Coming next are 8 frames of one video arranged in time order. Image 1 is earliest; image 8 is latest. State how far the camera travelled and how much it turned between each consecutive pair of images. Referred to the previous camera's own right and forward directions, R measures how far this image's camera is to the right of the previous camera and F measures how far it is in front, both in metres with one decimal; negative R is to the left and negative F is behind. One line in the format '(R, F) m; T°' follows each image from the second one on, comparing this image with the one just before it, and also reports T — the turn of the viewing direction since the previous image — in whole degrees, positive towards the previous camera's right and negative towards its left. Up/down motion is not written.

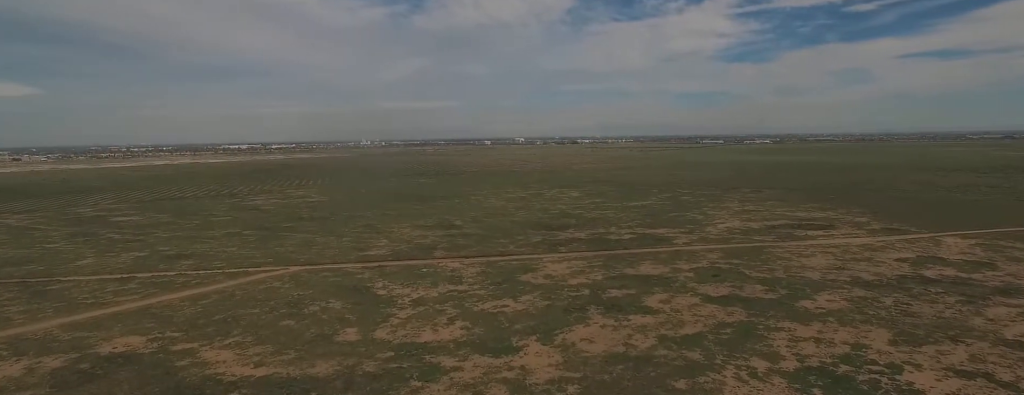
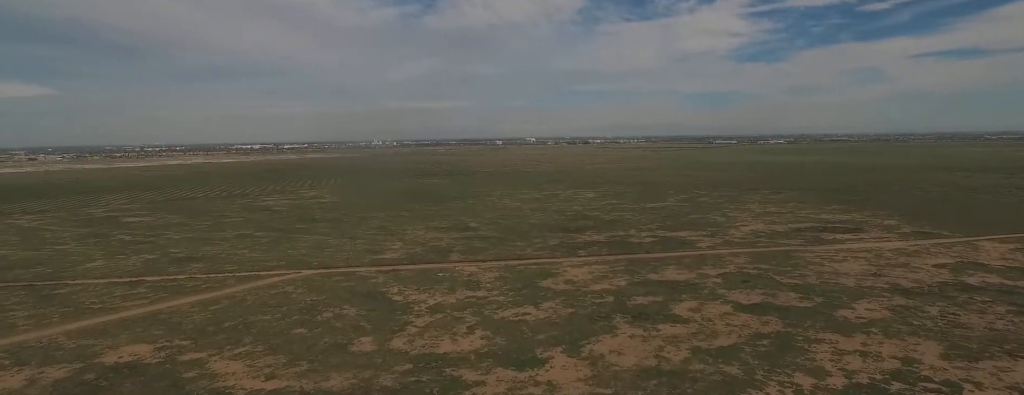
(-0.1, +10.6) m; -1°
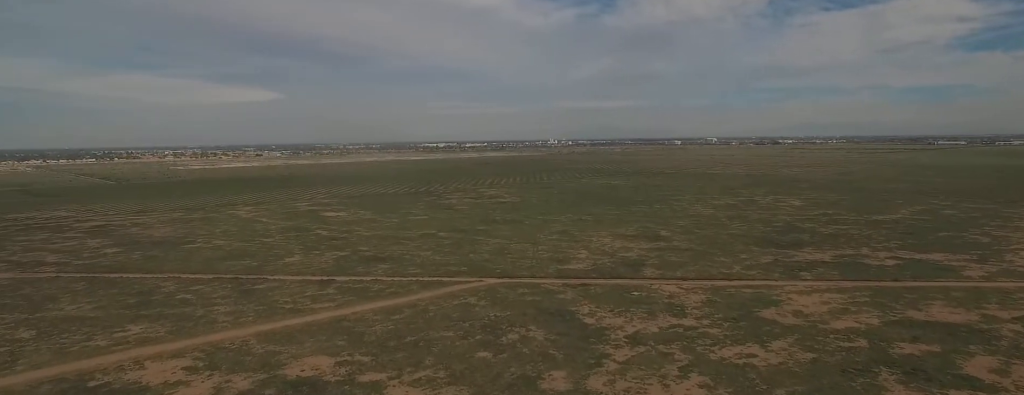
(-0.6, +24.4) m; -2°
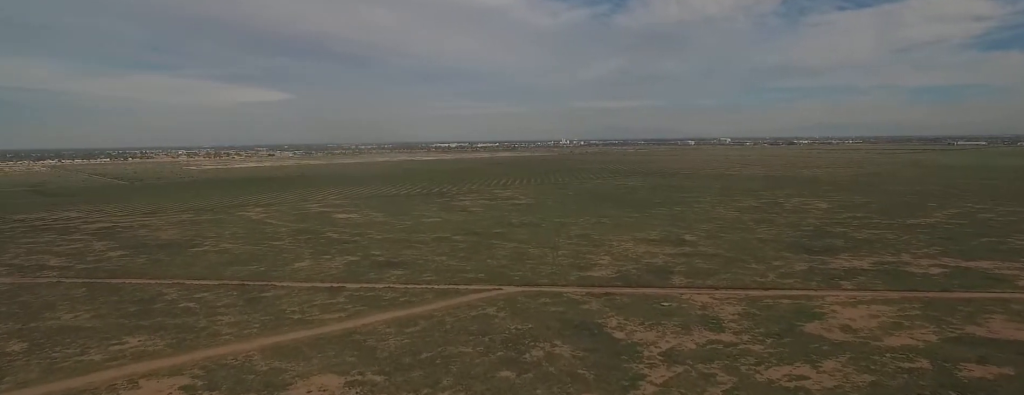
(0.0, +12.7) m; -1°
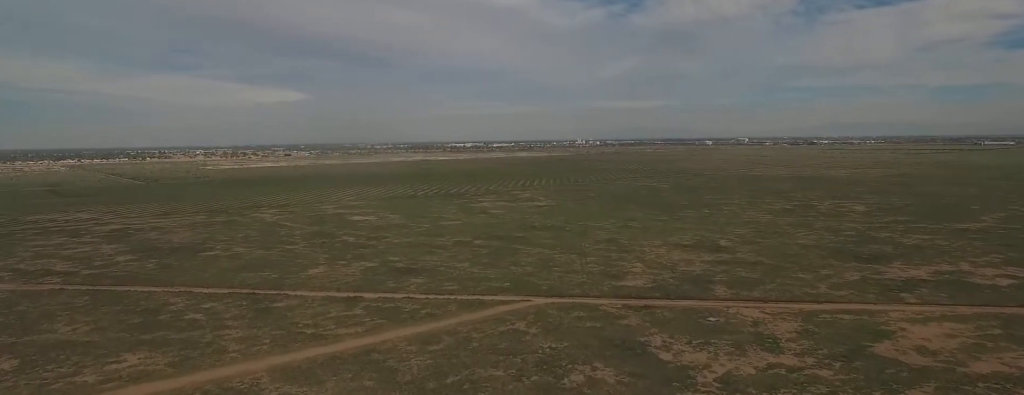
(-0.2, +15.9) m; -2°
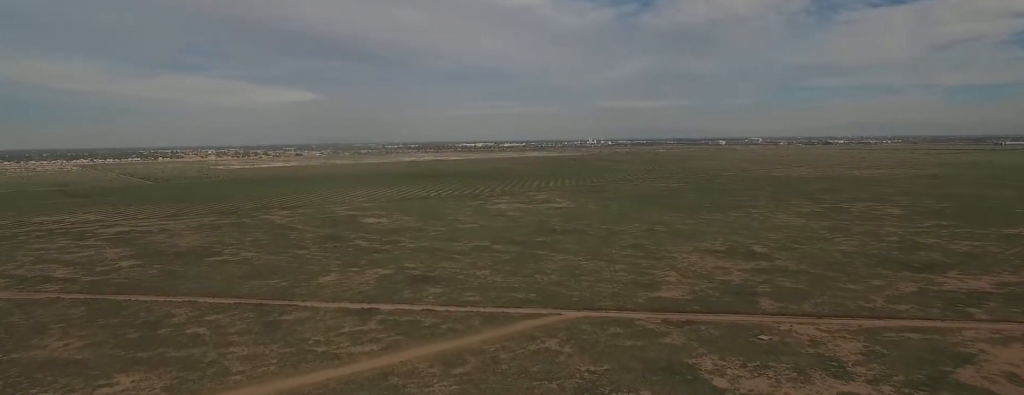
(-0.4, +15.8) m; -3°
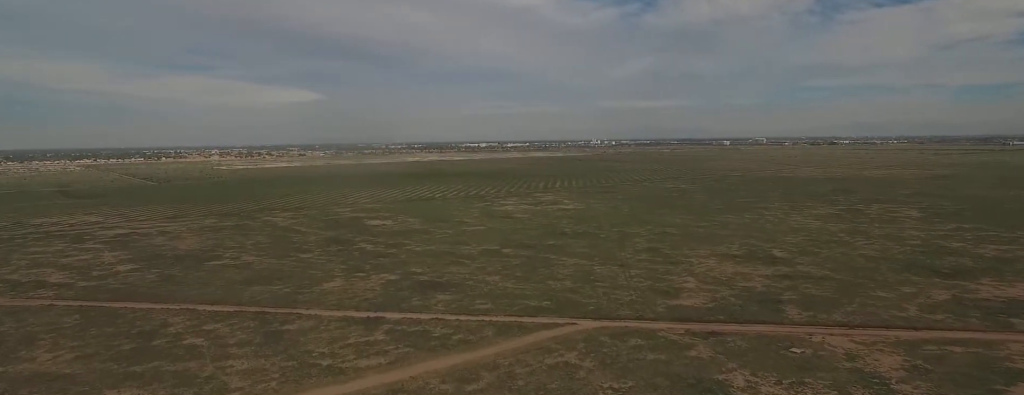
(-0.1, +9.3) m; -2°
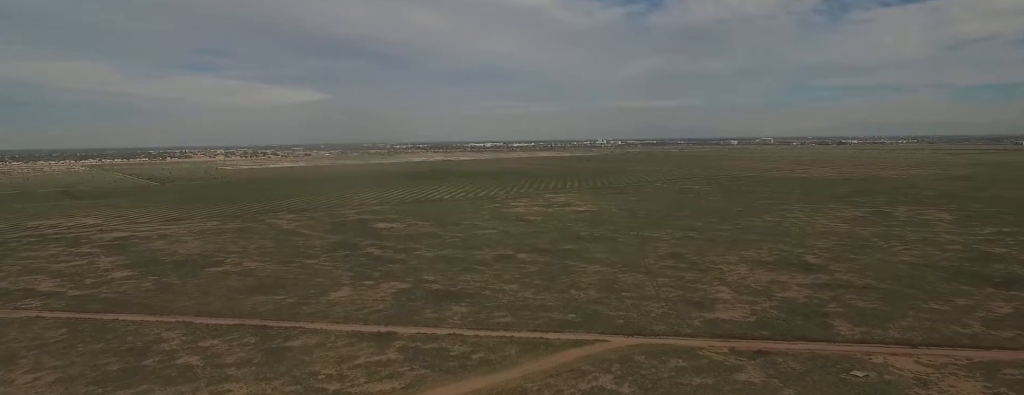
(-0.3, +15.2) m; -2°
